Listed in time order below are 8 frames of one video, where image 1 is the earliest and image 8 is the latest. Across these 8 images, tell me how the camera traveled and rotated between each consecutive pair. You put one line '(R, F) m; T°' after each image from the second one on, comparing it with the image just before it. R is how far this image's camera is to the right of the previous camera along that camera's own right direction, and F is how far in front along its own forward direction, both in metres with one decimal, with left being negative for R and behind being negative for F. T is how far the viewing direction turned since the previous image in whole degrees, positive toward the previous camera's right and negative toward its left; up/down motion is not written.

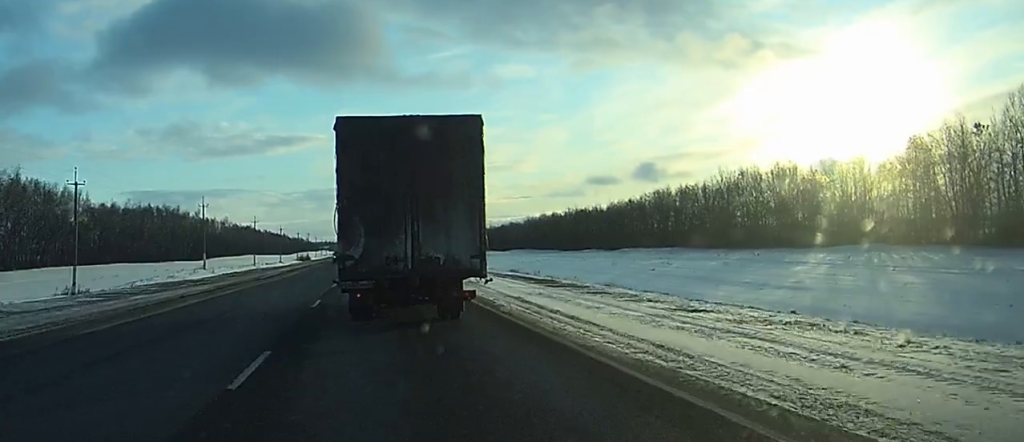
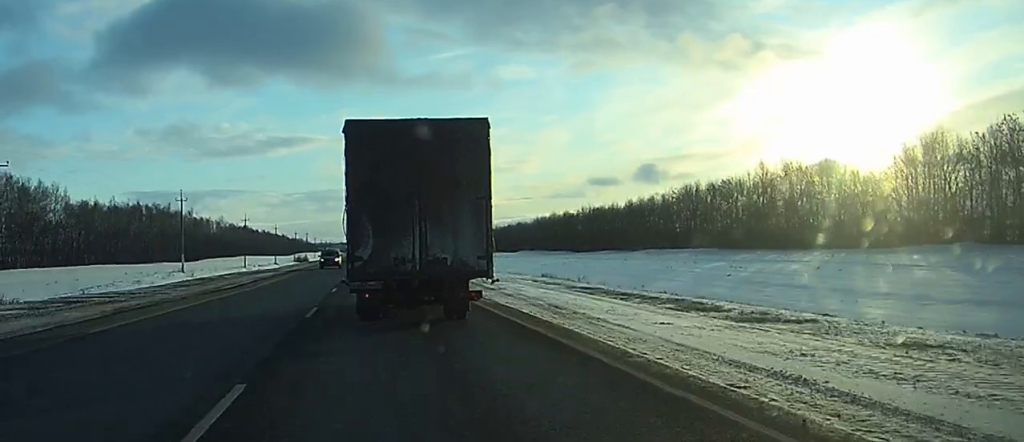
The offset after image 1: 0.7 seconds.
(0.0, +14.8) m; 0°
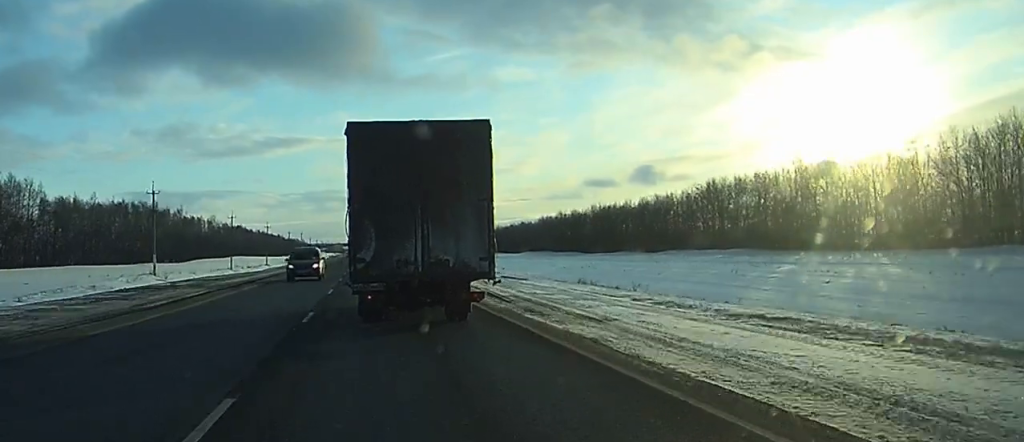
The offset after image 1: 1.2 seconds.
(-0.1, +12.6) m; 0°
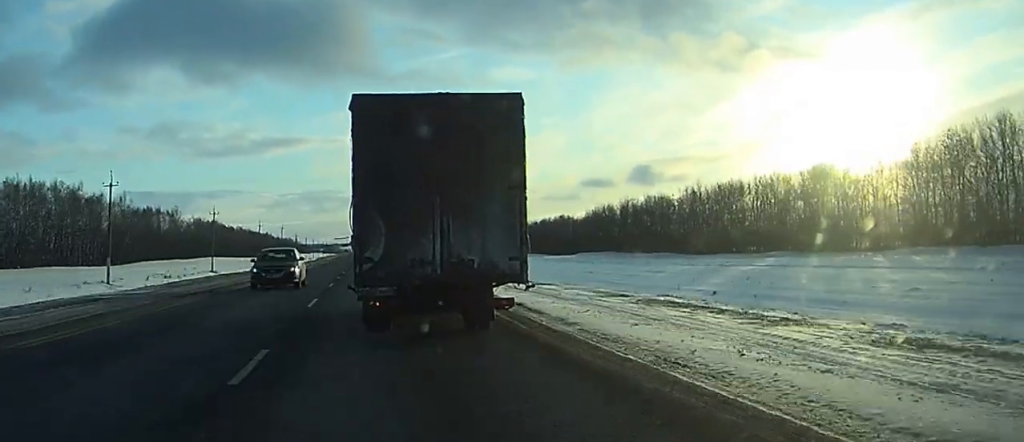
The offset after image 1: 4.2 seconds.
(+0.1, +68.4) m; 0°
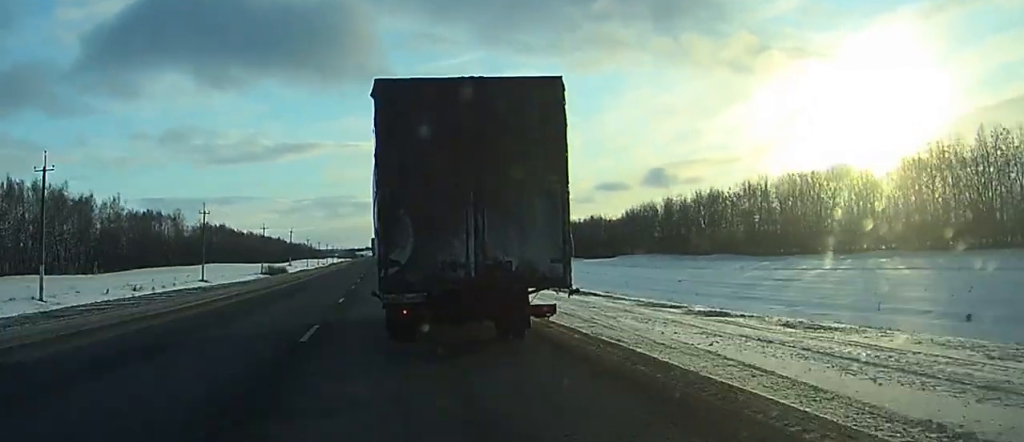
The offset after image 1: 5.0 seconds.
(-0.1, +20.0) m; -1°
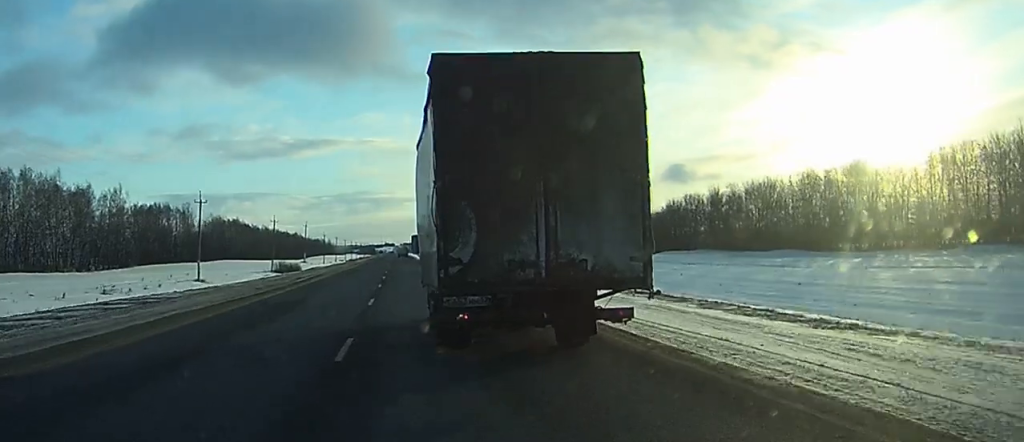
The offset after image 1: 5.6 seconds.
(-0.1, +15.3) m; 0°
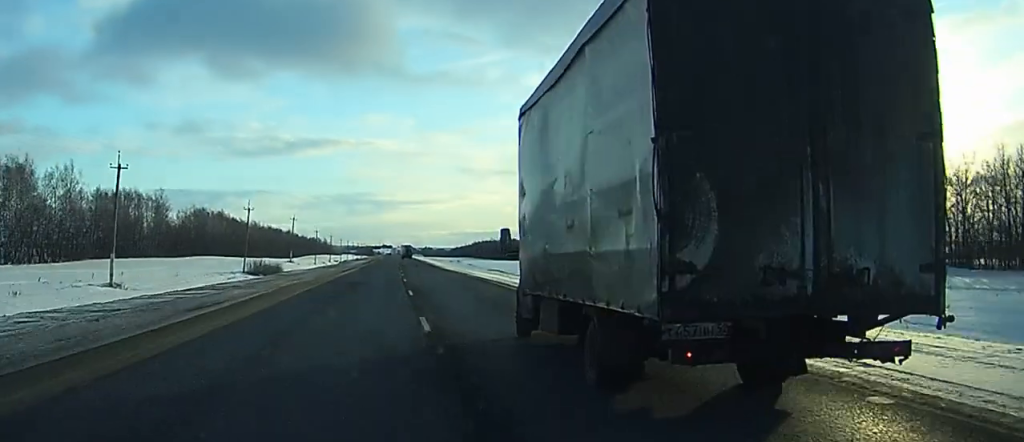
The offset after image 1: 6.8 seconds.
(-0.1, +32.6) m; 0°
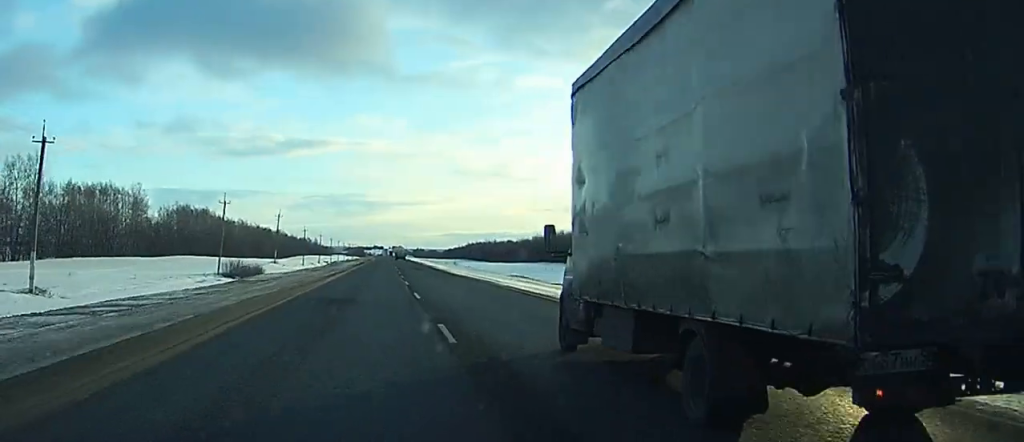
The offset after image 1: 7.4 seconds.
(0.0, +13.6) m; 0°
